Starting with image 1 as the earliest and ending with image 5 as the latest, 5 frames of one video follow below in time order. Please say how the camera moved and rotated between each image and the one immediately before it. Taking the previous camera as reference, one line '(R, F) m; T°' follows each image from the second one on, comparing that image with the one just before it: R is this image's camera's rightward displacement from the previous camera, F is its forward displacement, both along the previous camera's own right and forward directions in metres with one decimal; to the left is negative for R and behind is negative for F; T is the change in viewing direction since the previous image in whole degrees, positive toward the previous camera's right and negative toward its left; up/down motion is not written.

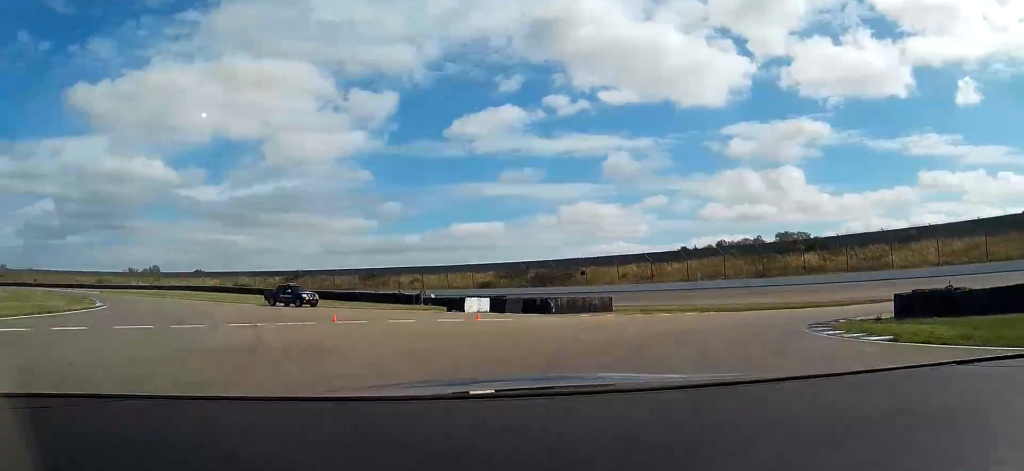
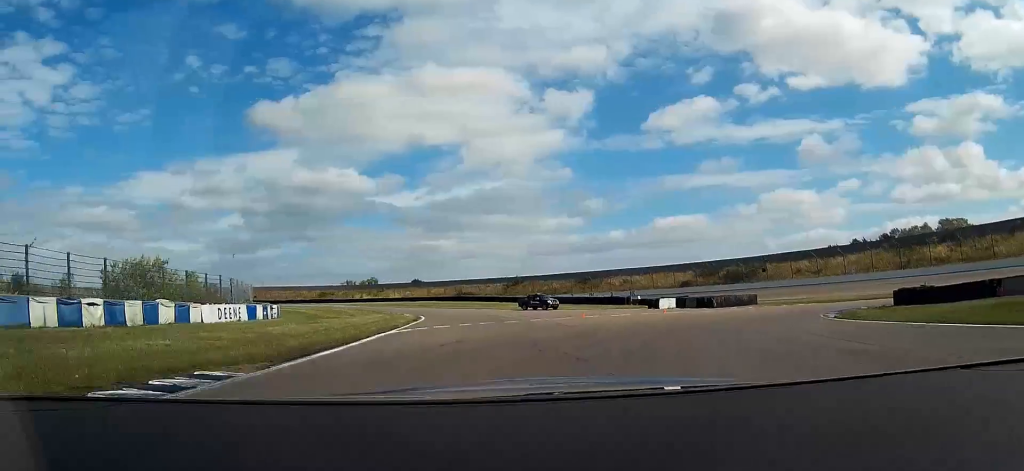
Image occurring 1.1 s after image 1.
(-3.7, +21.4) m; -15°
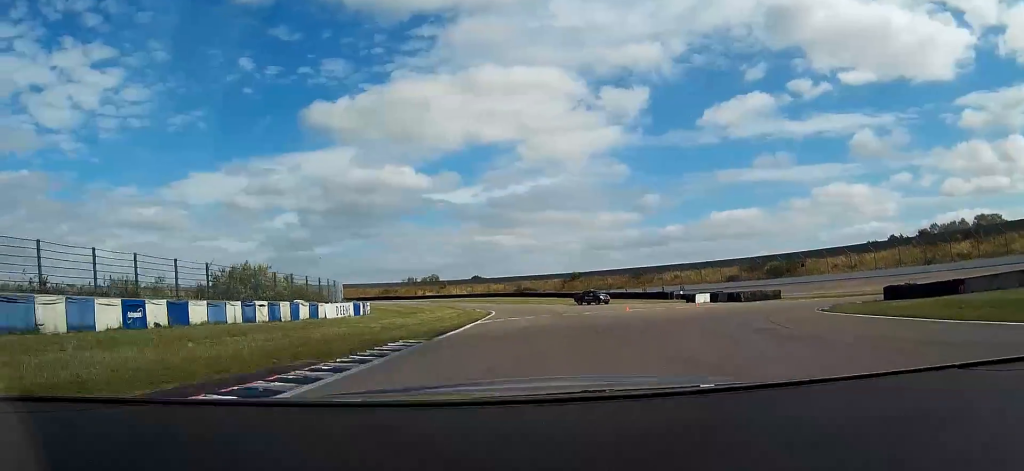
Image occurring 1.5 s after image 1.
(-0.5, +9.8) m; -3°
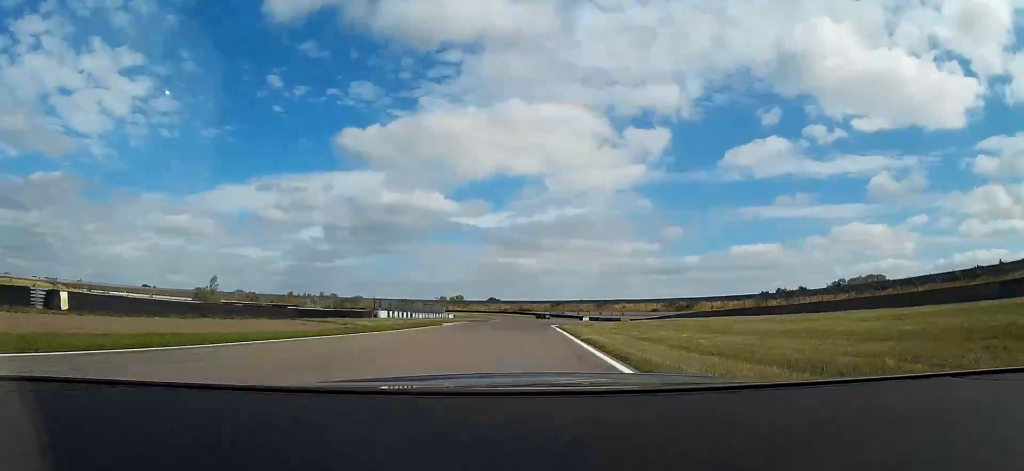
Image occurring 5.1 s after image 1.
(-9.5, +96.9) m; -5°
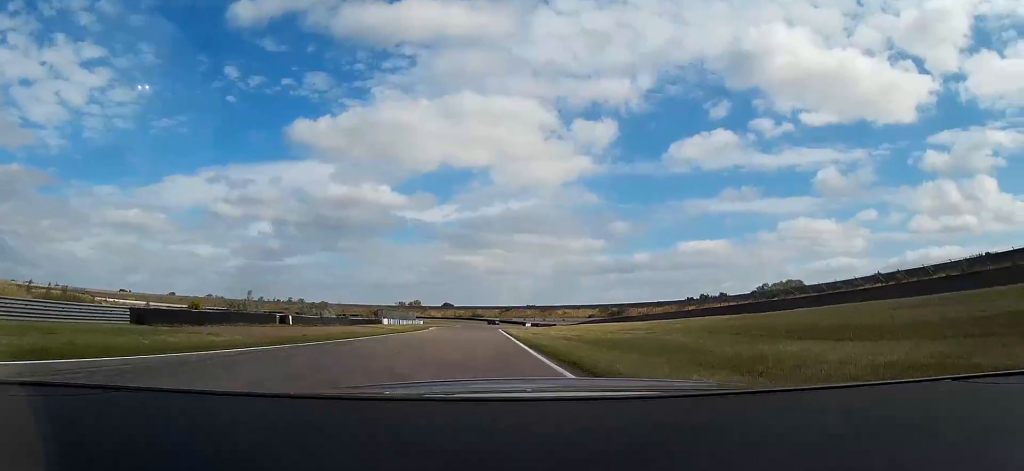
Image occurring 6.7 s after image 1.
(+1.5, +42.3) m; +5°
